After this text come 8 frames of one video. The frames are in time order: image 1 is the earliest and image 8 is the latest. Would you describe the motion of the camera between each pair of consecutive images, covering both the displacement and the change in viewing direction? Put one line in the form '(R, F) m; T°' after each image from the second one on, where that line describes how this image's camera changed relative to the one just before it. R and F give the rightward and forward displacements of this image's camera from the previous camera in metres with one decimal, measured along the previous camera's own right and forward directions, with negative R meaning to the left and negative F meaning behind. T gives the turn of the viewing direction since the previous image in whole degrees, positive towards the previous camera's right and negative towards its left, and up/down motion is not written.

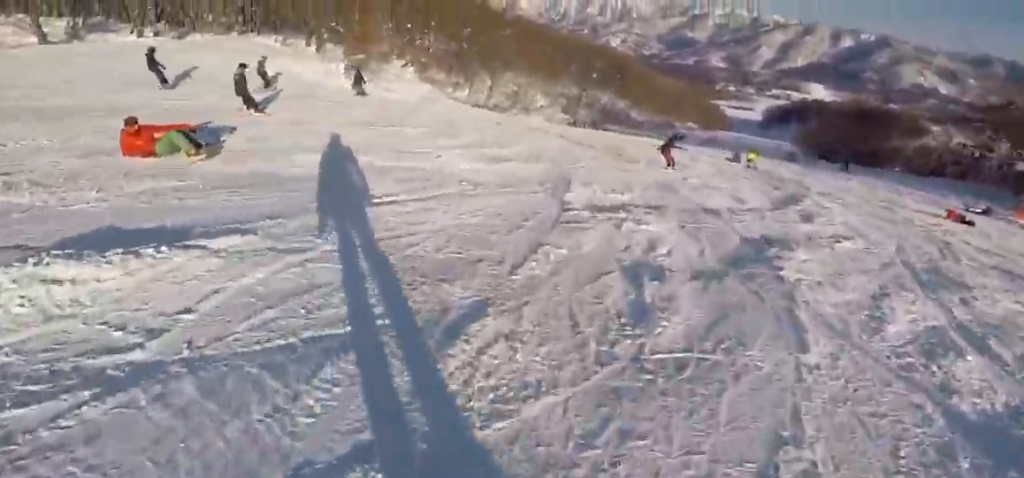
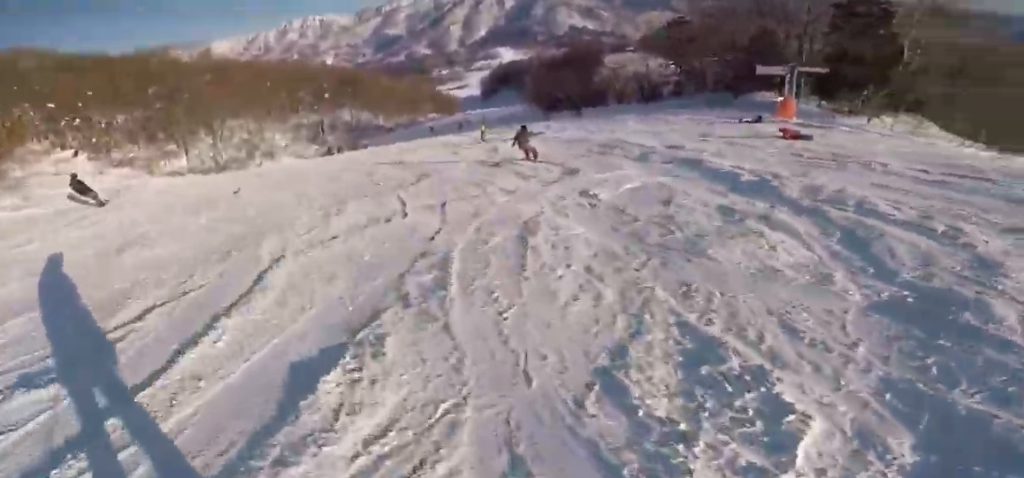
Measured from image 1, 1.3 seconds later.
(+0.1, +8.5) m; +10°
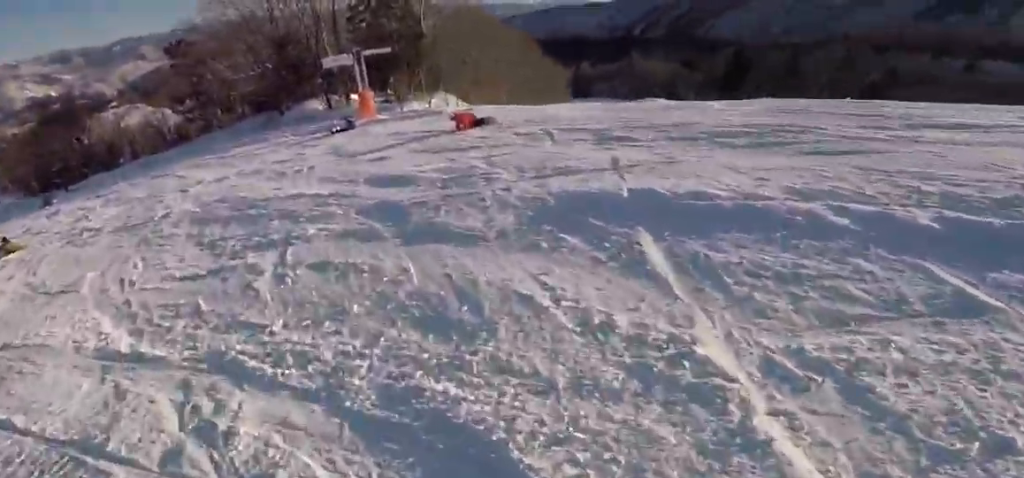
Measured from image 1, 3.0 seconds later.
(+3.5, +10.5) m; +29°
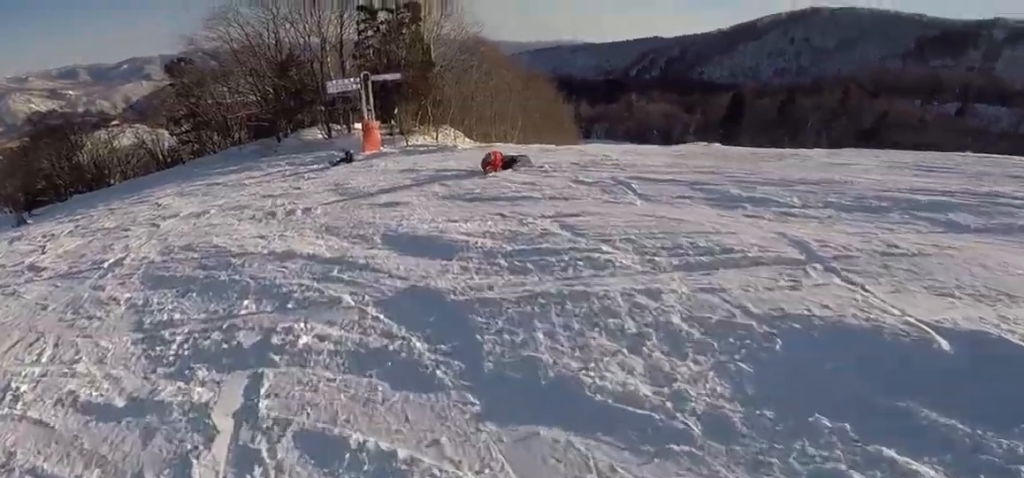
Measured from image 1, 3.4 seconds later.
(+0.1, +2.9) m; -6°
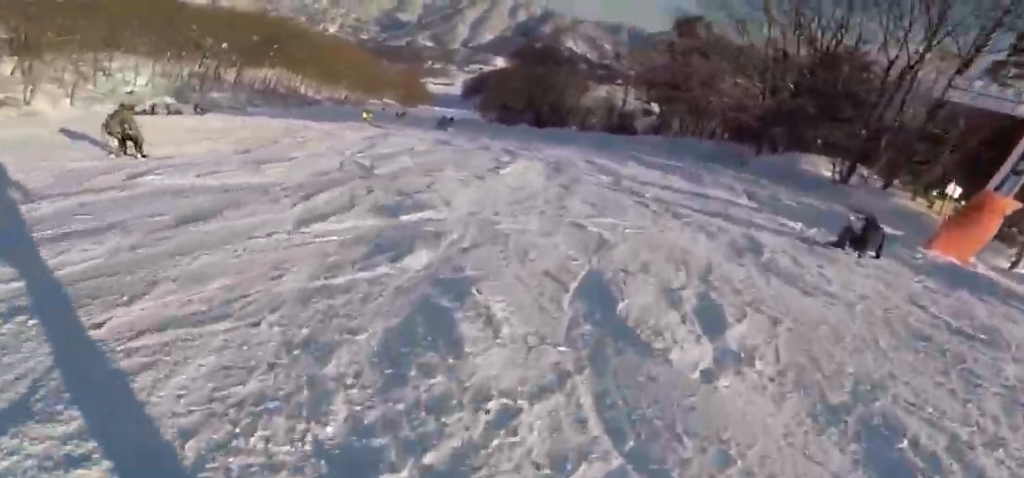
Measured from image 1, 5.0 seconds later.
(-2.5, +10.8) m; -24°
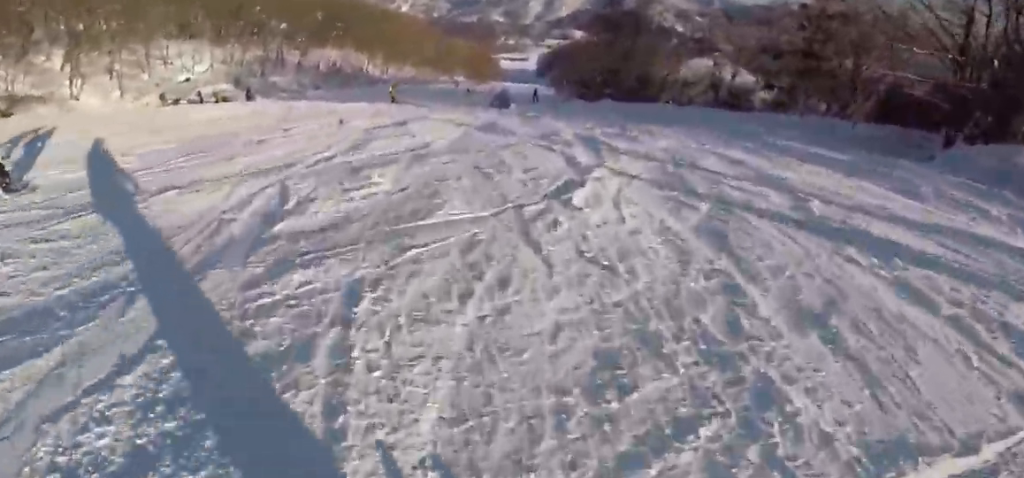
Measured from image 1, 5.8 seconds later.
(-0.2, +5.7) m; -1°
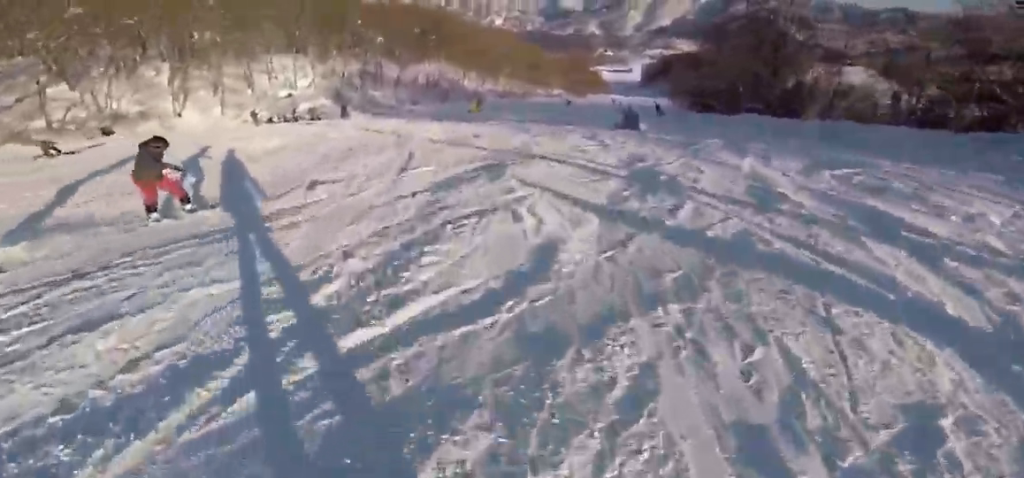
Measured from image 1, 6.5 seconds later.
(0.0, +5.5) m; 0°
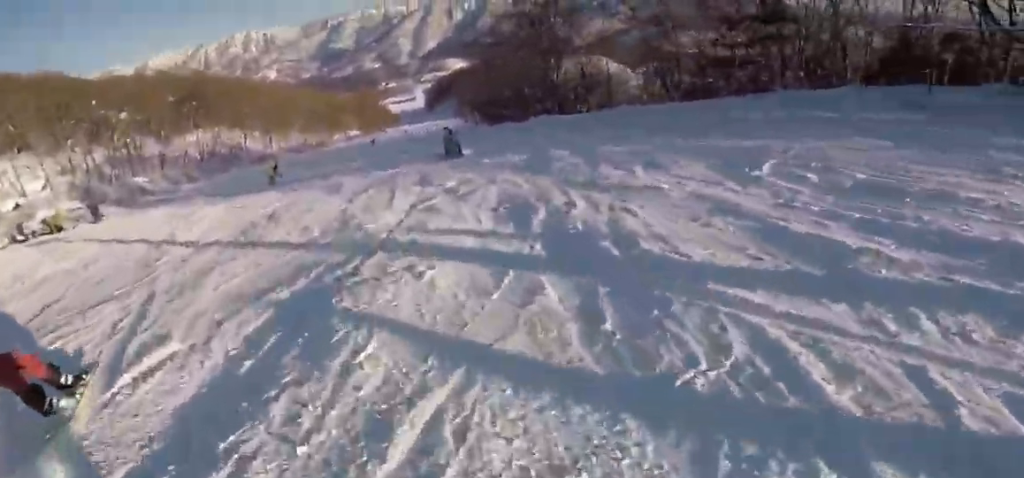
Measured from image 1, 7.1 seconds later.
(0.0, +4.3) m; +1°
